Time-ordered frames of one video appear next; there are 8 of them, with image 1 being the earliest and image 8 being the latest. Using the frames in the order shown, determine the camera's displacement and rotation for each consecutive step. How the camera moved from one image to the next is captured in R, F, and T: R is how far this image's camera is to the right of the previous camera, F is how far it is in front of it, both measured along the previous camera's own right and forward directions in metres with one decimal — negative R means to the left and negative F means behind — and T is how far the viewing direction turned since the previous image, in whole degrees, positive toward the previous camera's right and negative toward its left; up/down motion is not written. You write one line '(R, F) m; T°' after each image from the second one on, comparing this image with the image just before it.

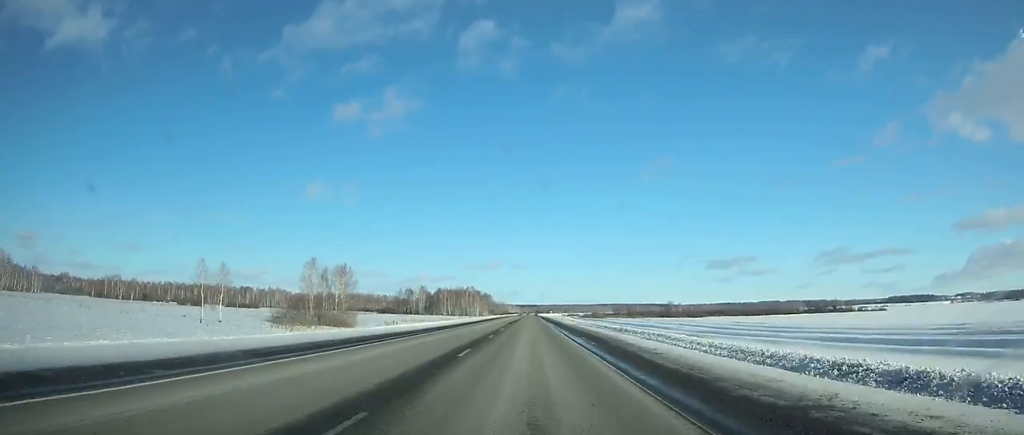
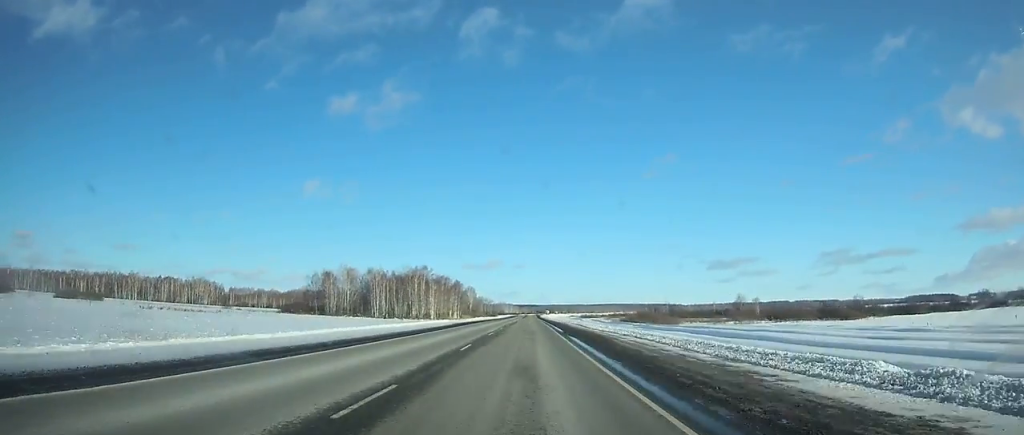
(-0.1, +127.4) m; 0°
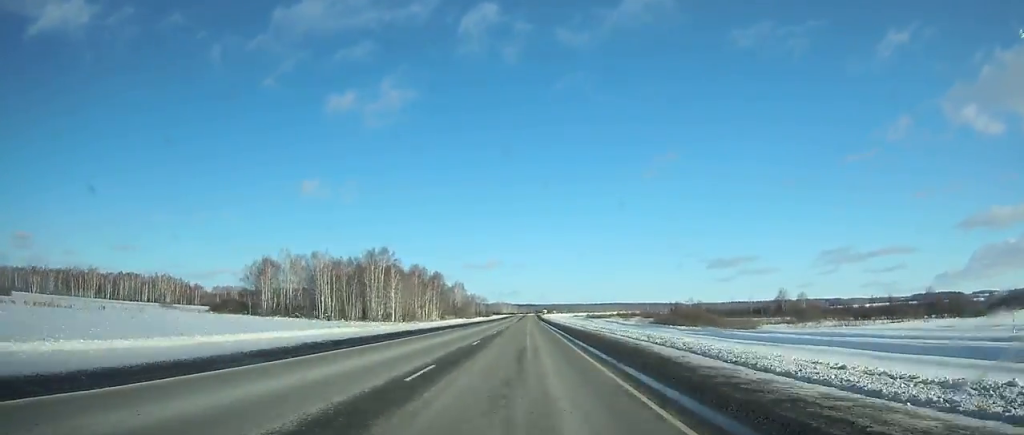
(0.0, +43.4) m; 0°
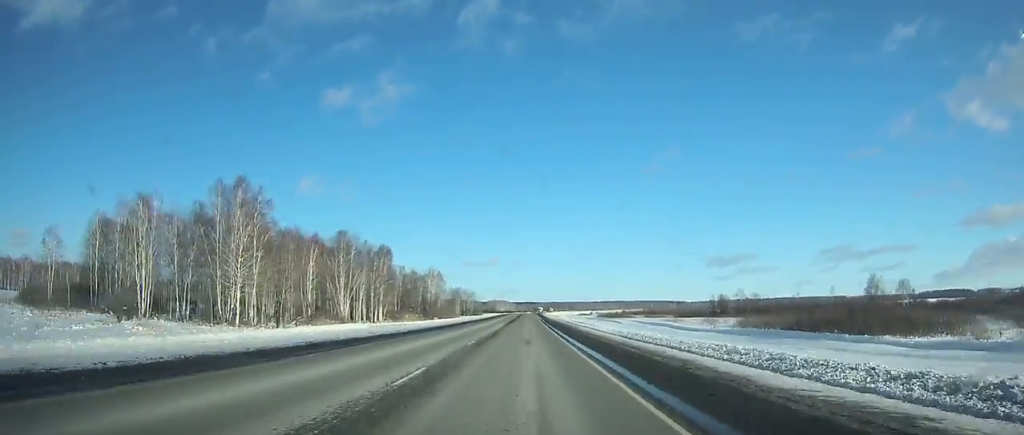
(-0.1, +62.4) m; 0°
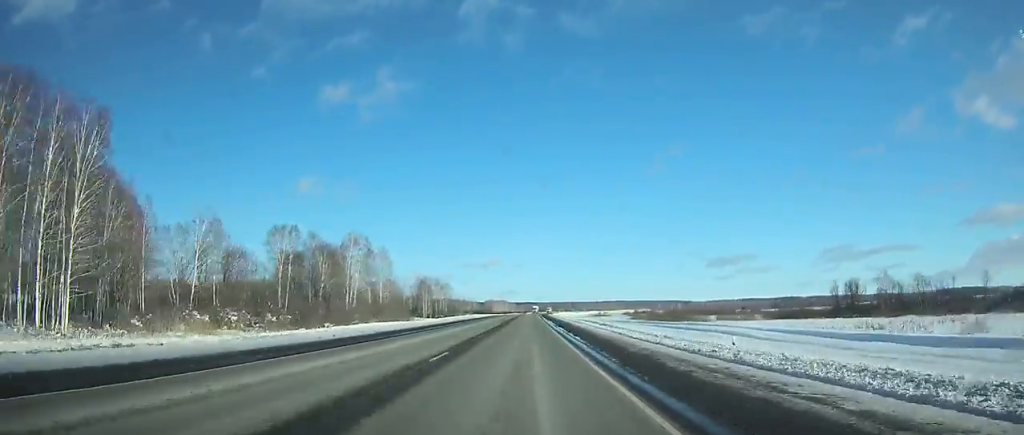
(+0.2, +82.5) m; 0°
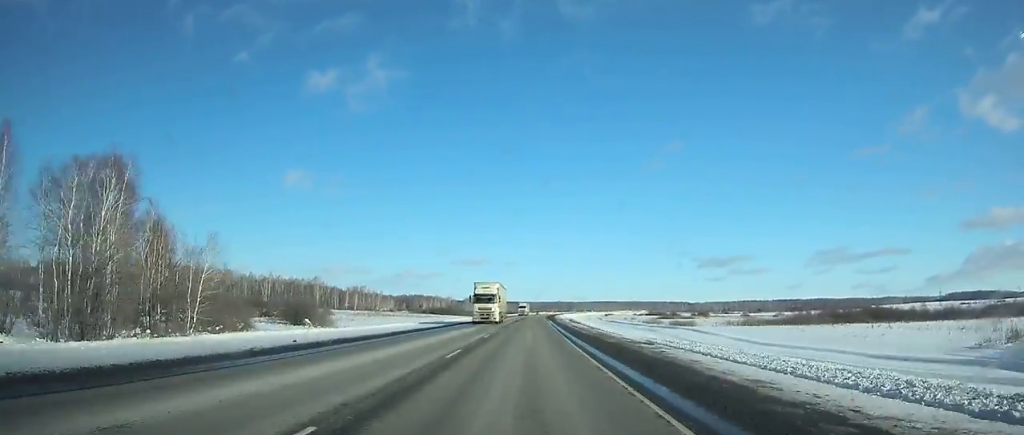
(+0.7, +145.4) m; +1°
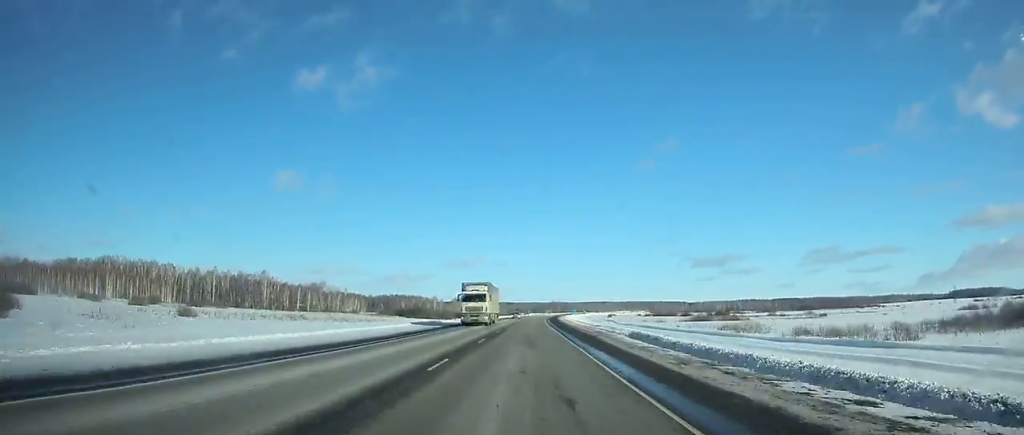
(+0.3, +61.5) m; +1°
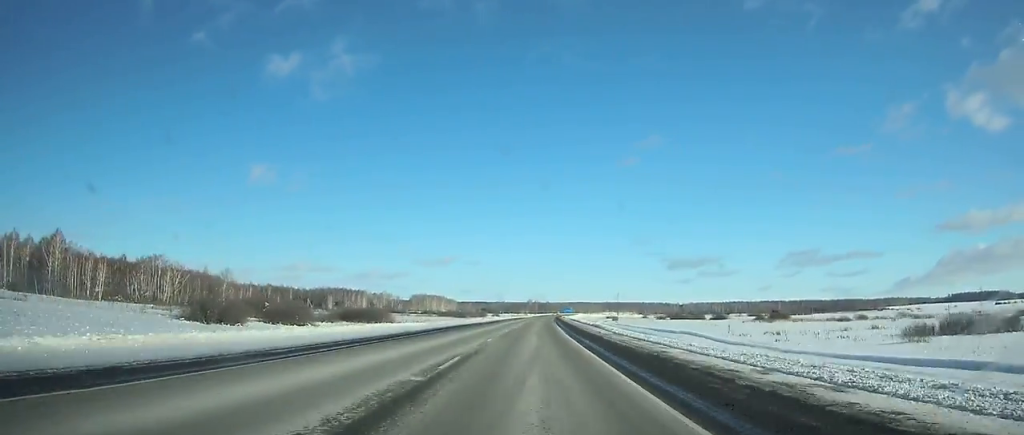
(+1.8, +128.1) m; +2°
